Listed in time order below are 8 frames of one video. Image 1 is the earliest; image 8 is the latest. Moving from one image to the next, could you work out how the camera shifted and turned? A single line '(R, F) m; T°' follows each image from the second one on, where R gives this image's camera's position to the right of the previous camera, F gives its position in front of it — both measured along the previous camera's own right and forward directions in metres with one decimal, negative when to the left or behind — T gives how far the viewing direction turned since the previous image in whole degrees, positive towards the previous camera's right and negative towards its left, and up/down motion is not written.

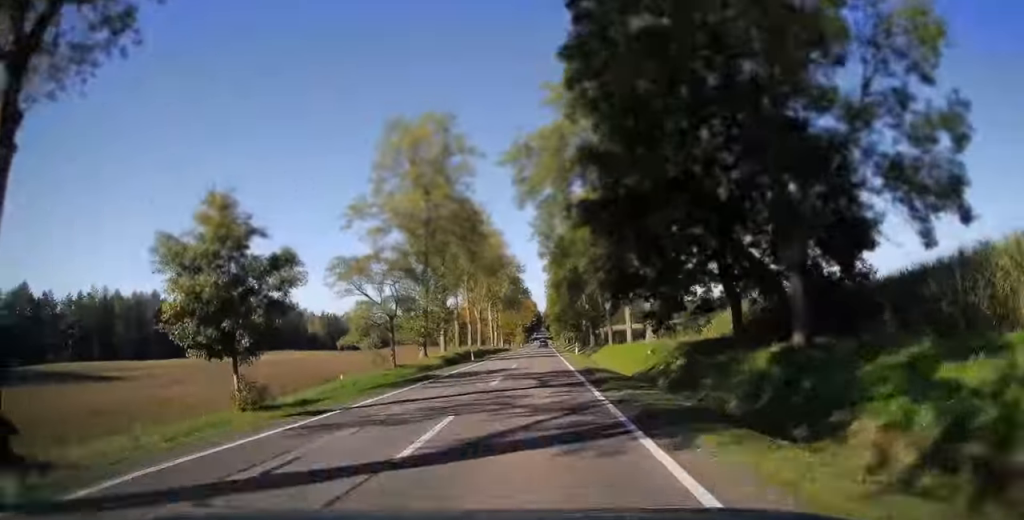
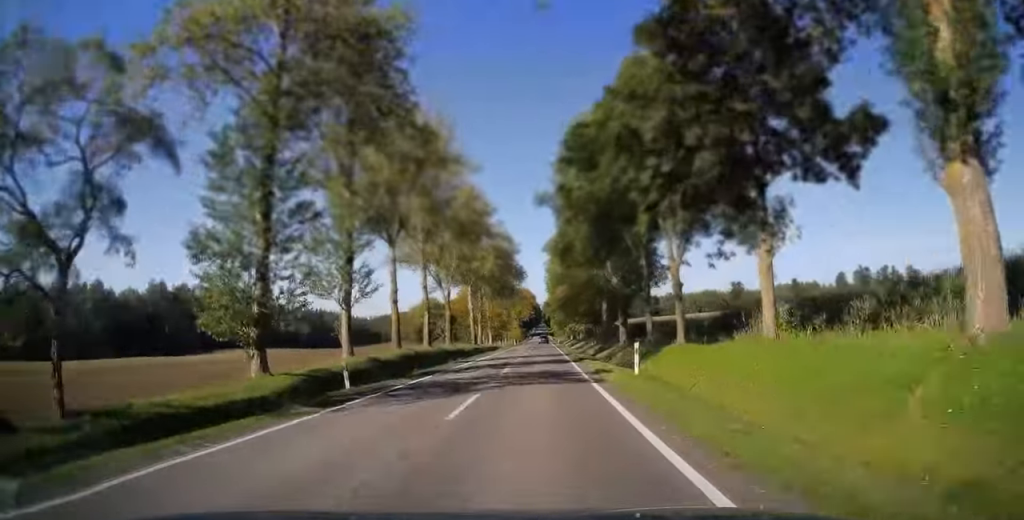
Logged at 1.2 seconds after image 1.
(-0.1, +32.5) m; 0°
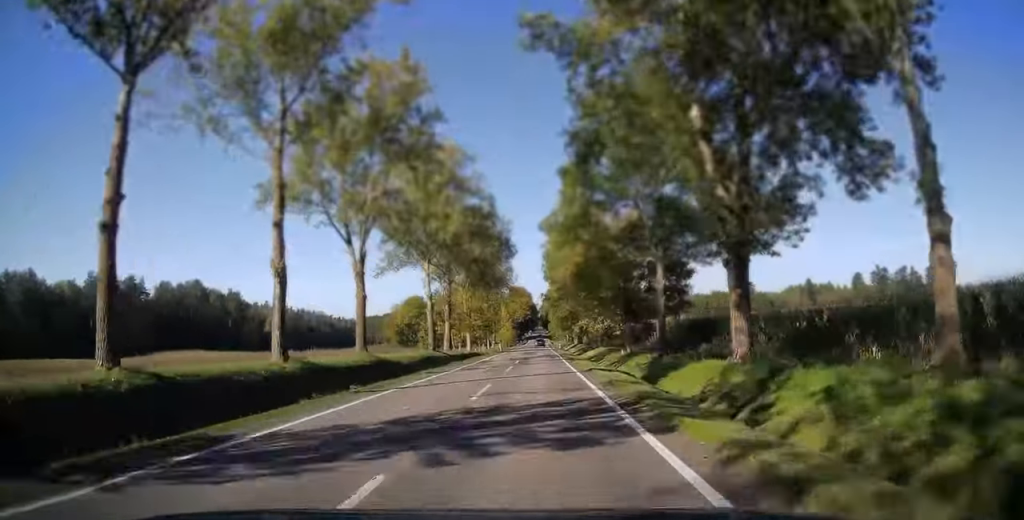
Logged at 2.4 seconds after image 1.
(0.0, +31.6) m; 0°
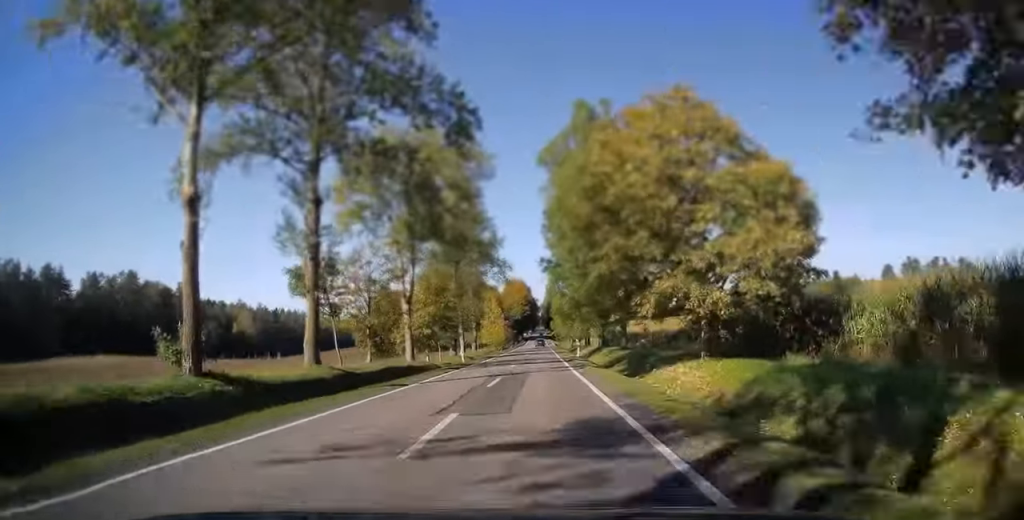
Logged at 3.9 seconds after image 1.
(+0.1, +41.7) m; 0°
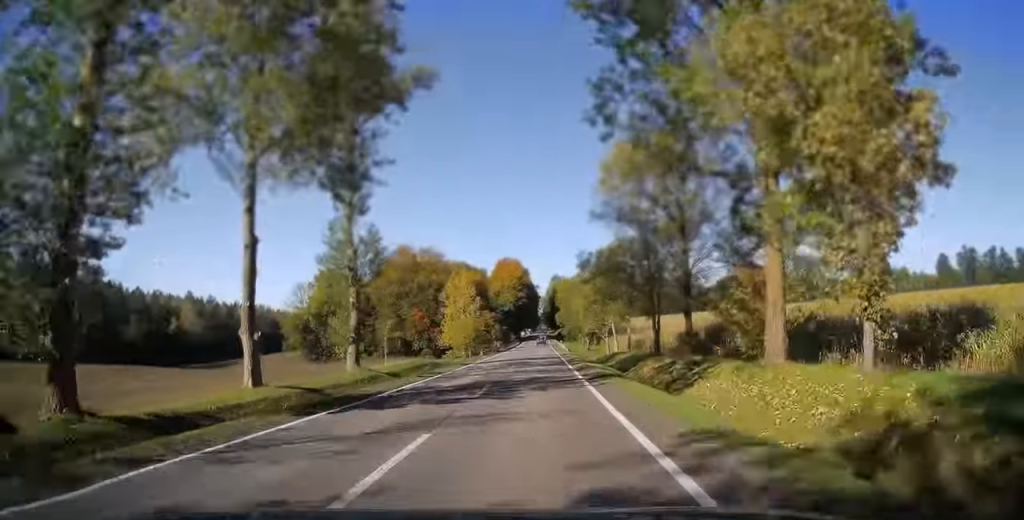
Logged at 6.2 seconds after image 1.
(-0.2, +61.8) m; 0°
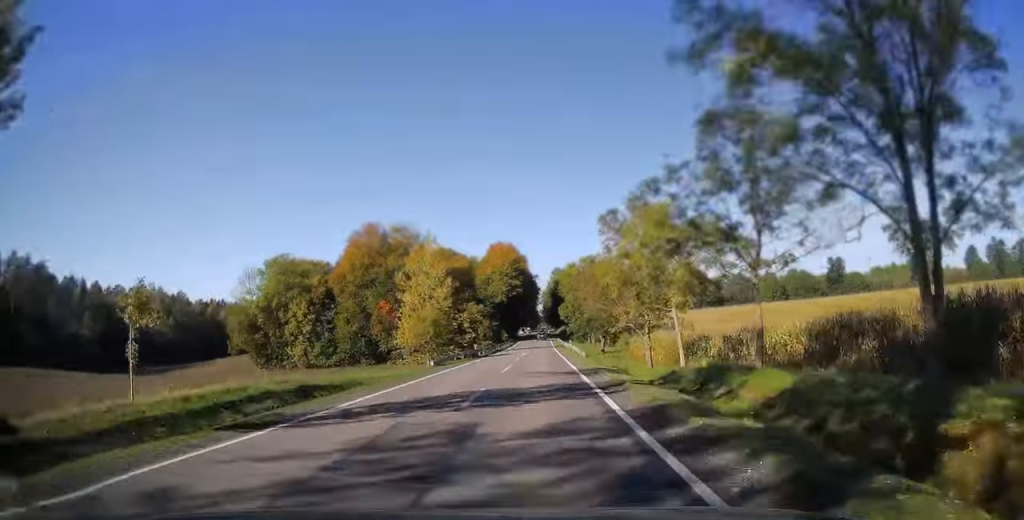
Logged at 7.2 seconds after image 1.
(-0.2, +28.2) m; 0°
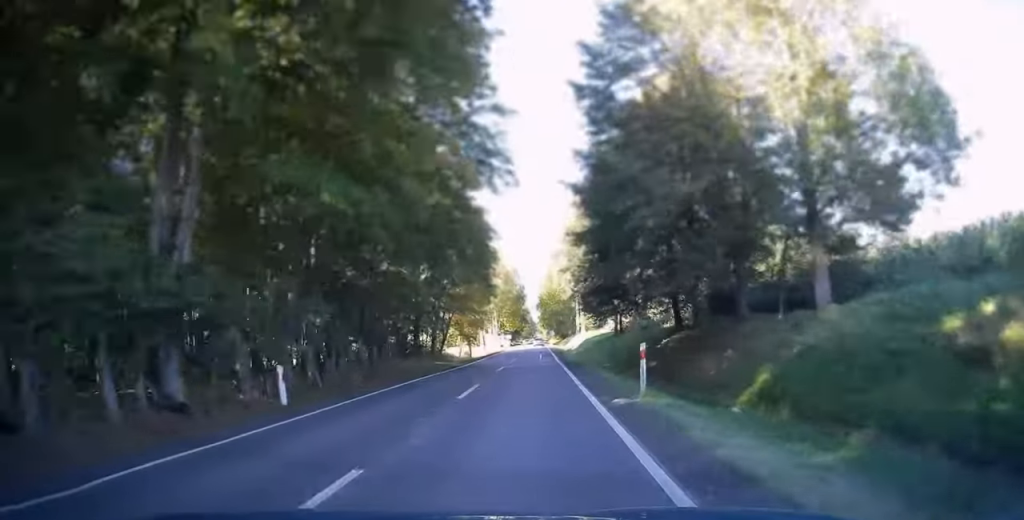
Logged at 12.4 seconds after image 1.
(+0.8, +141.3) m; 0°
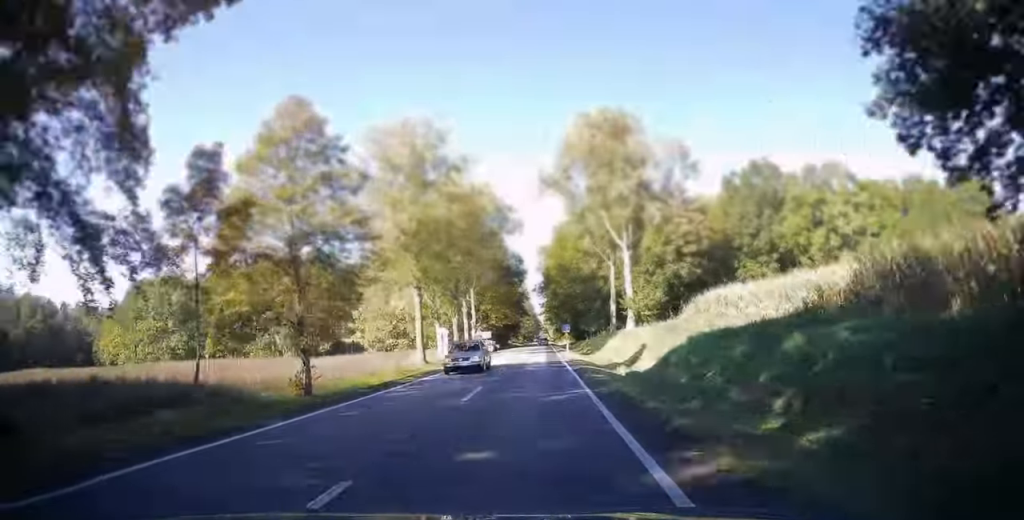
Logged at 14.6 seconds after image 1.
(-0.1, +60.2) m; 0°
